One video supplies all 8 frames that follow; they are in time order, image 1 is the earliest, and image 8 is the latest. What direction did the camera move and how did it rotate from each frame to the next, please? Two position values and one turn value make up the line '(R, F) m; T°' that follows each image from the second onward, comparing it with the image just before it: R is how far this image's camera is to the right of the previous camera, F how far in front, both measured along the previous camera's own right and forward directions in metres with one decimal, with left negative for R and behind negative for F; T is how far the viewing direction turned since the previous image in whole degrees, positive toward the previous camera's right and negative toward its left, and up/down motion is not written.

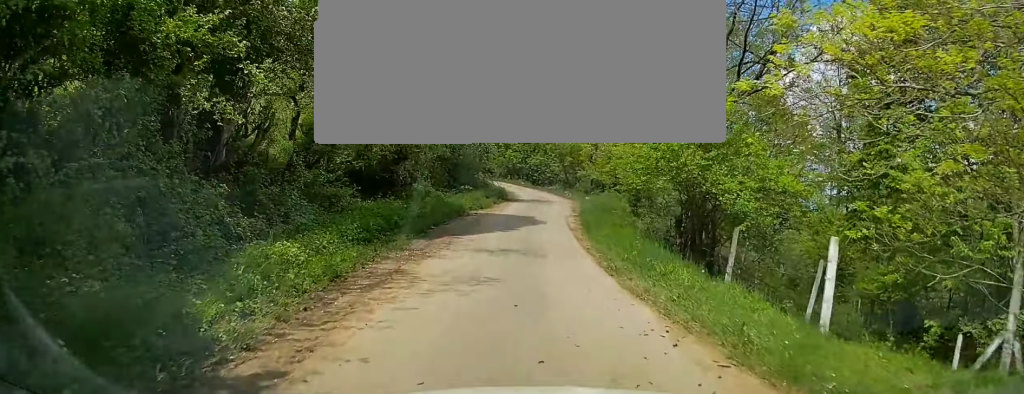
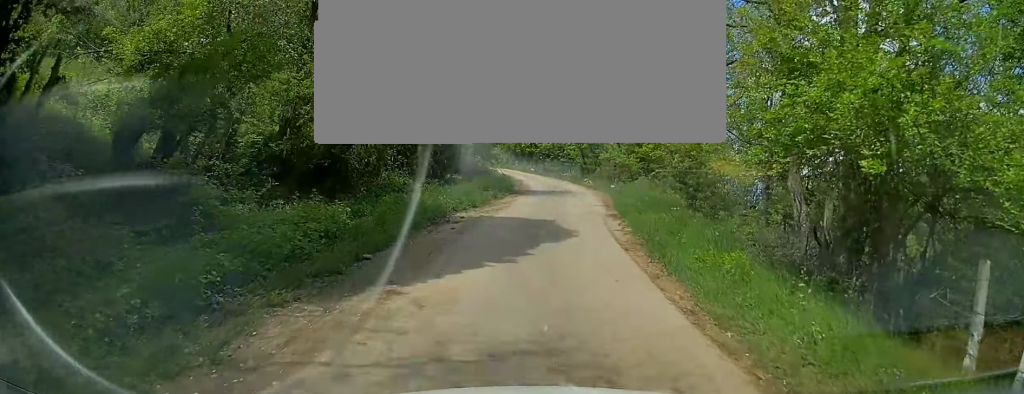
(-0.3, +7.6) m; +1°
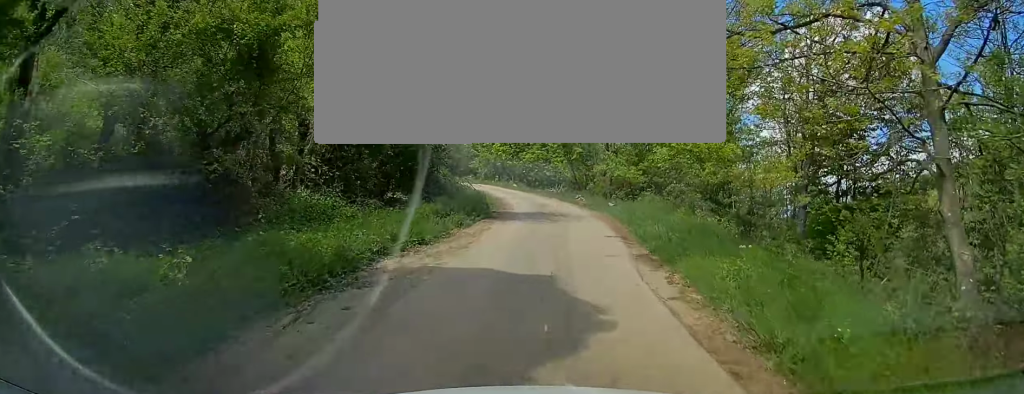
(+0.2, +5.9) m; 0°
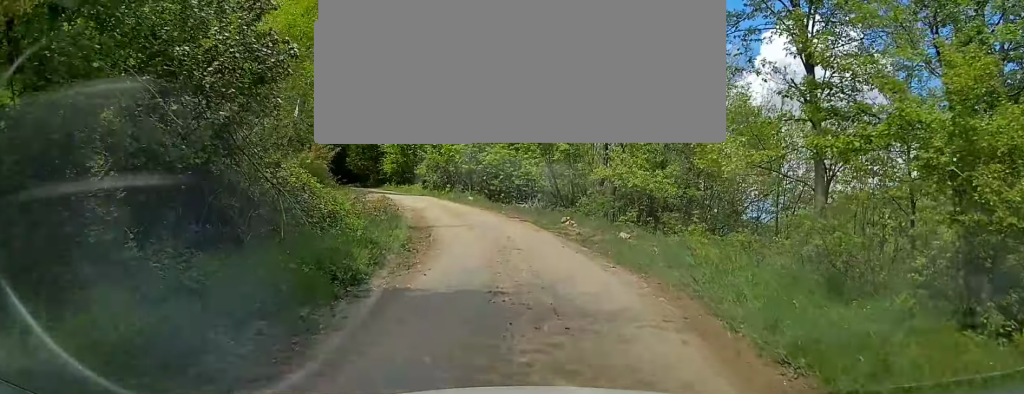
(-0.1, +12.4) m; +1°
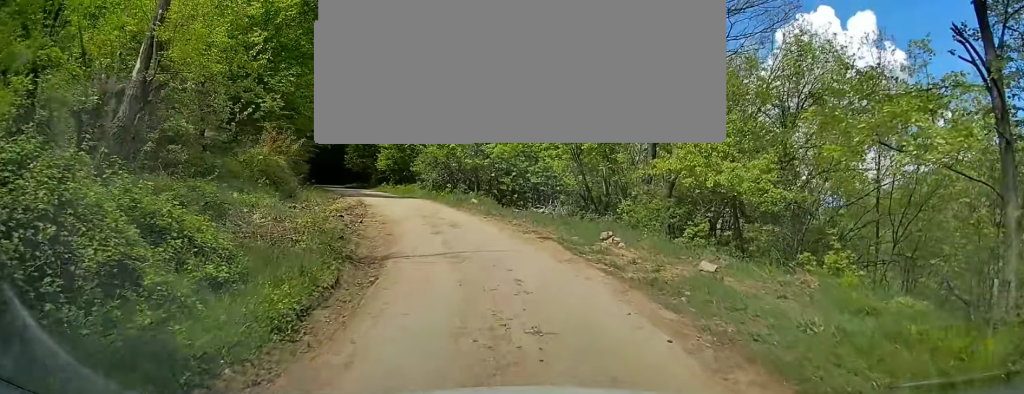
(+0.3, +6.9) m; -2°
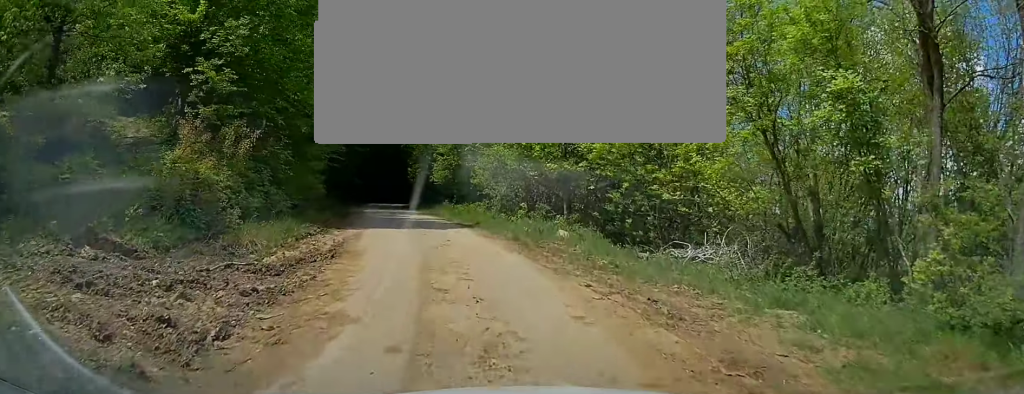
(-0.6, +10.9) m; -8°
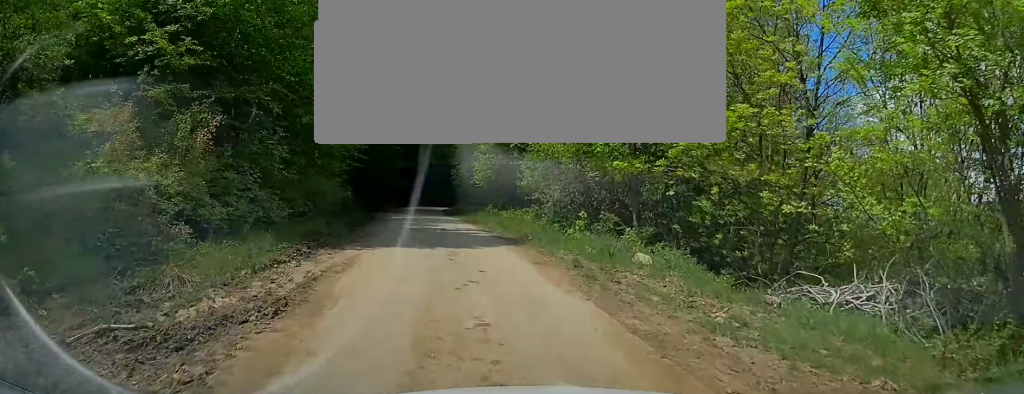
(-0.2, +4.1) m; -3°
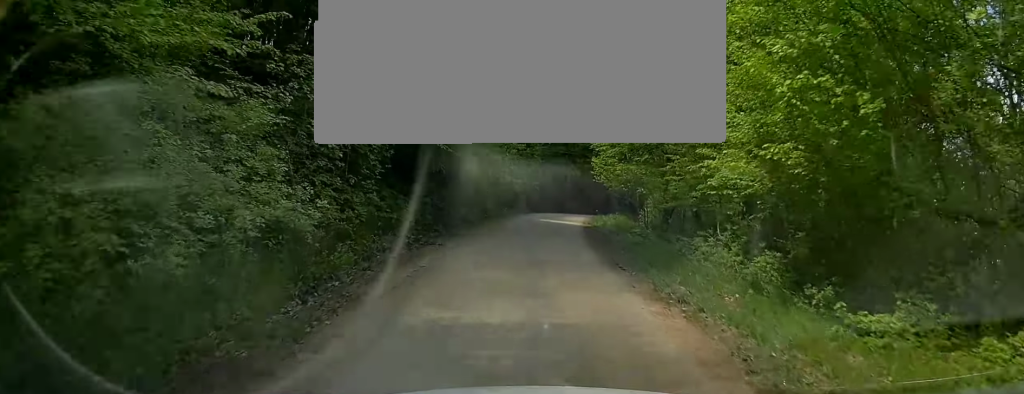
(-2.4, +18.7) m; -13°
